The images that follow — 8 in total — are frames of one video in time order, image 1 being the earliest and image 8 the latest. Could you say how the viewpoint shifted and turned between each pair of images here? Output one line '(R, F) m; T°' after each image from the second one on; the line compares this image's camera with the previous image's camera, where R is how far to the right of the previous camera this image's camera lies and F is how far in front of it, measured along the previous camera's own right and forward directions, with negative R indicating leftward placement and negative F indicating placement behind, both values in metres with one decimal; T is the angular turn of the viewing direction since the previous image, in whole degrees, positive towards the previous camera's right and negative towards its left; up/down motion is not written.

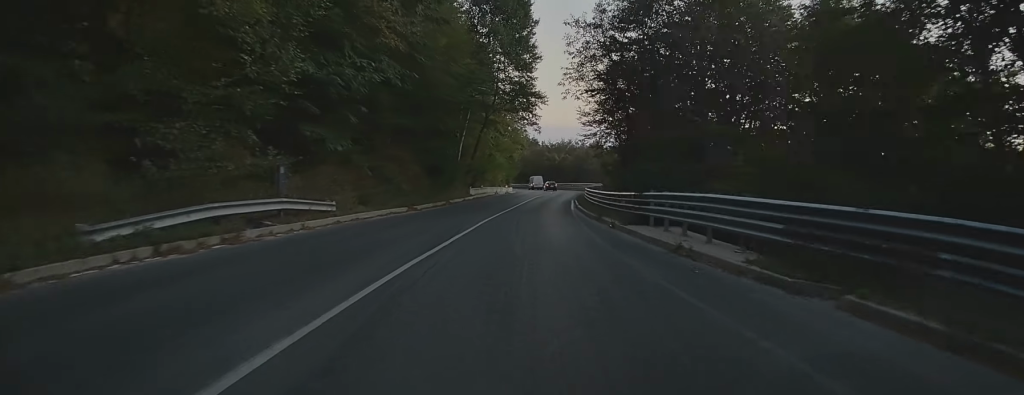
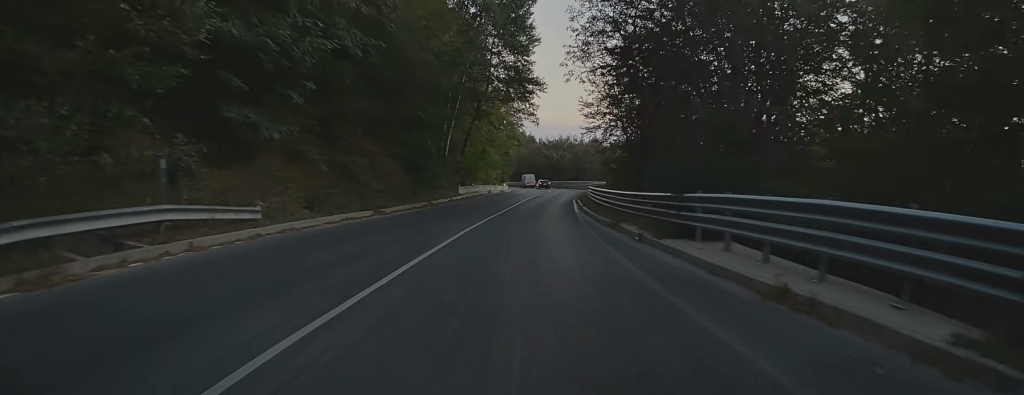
(+0.3, +6.5) m; +4°
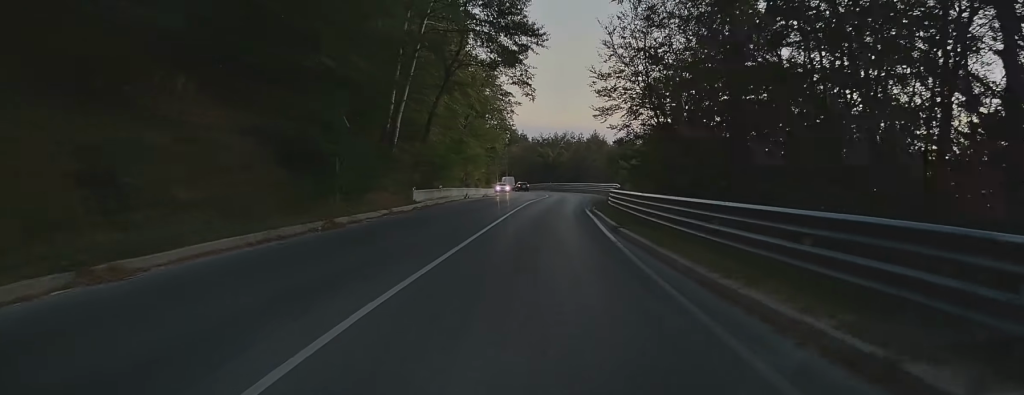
(+1.2, +19.5) m; +2°
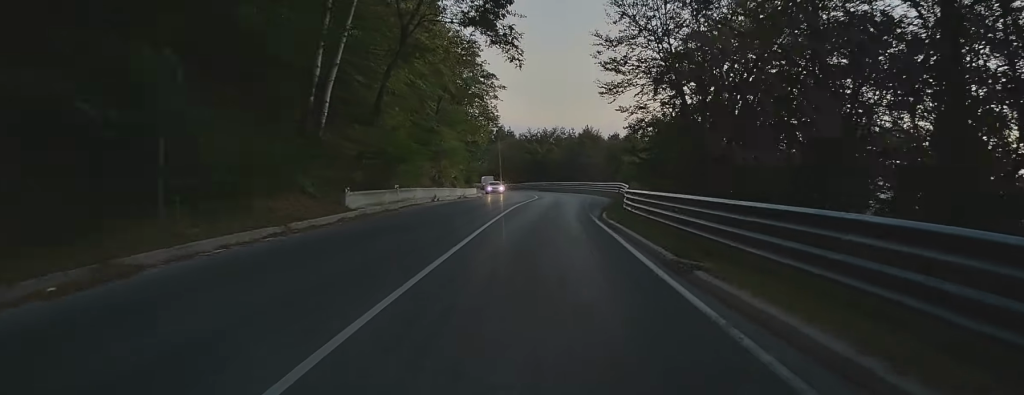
(-0.2, +12.1) m; -1°
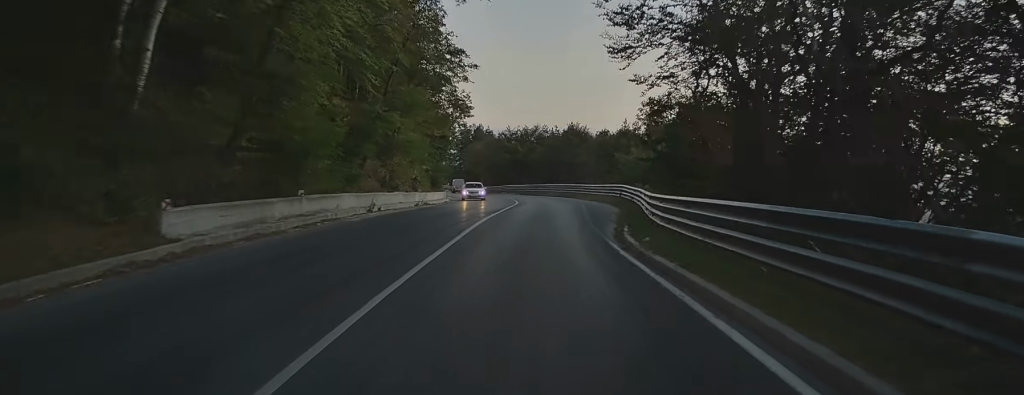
(-0.1, +12.3) m; 0°
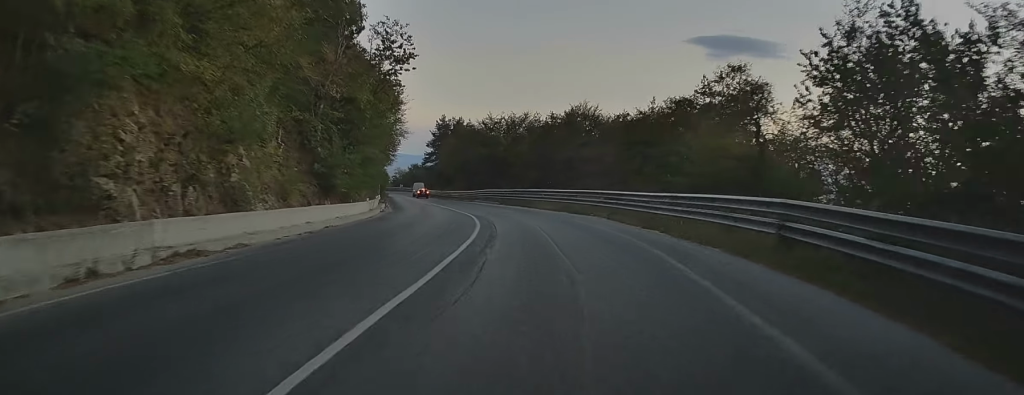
(+0.8, +30.8) m; +1°
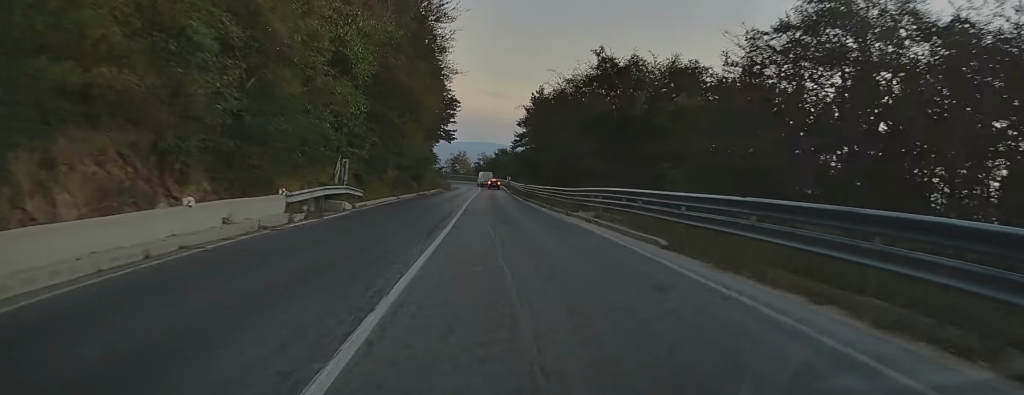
(-3.7, +44.2) m; -9°
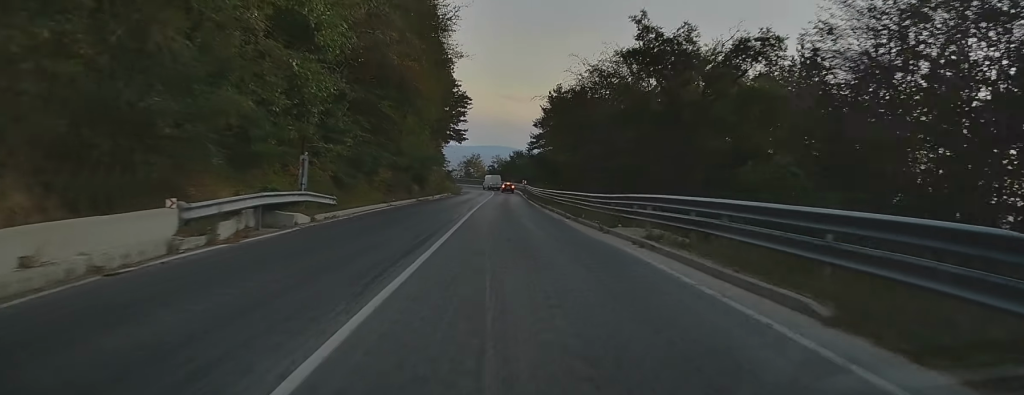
(-0.1, +7.9) m; -1°
